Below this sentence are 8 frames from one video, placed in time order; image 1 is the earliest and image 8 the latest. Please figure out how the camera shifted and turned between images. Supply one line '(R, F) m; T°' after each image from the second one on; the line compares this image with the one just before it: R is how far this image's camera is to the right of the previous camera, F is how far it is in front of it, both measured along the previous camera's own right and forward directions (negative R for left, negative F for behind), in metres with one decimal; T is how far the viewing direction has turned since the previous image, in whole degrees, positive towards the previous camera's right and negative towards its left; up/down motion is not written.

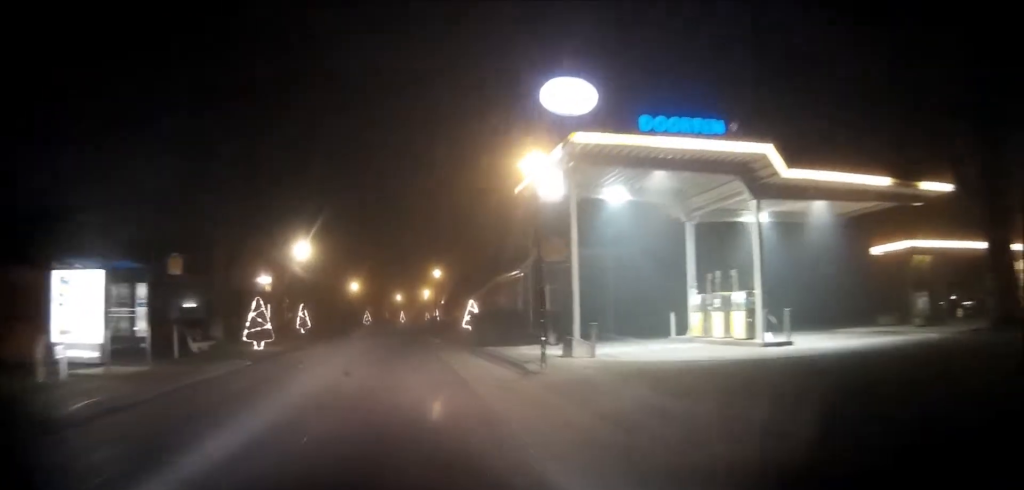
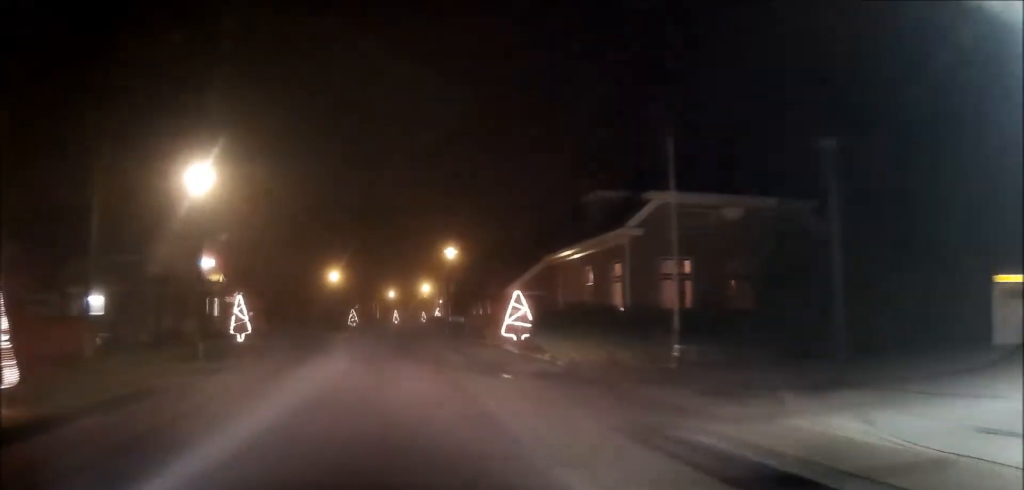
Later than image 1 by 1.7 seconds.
(-0.3, +18.6) m; -1°
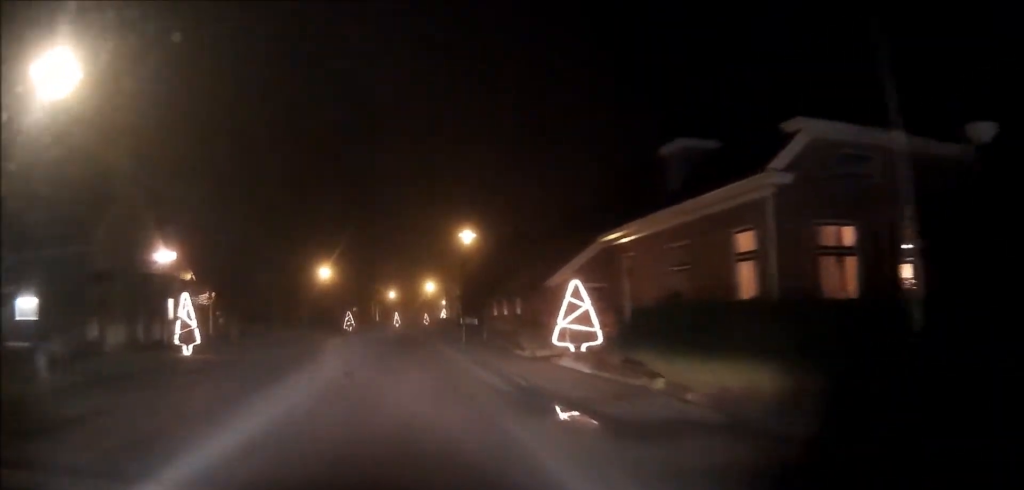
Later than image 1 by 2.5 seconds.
(0.0, +8.4) m; +1°
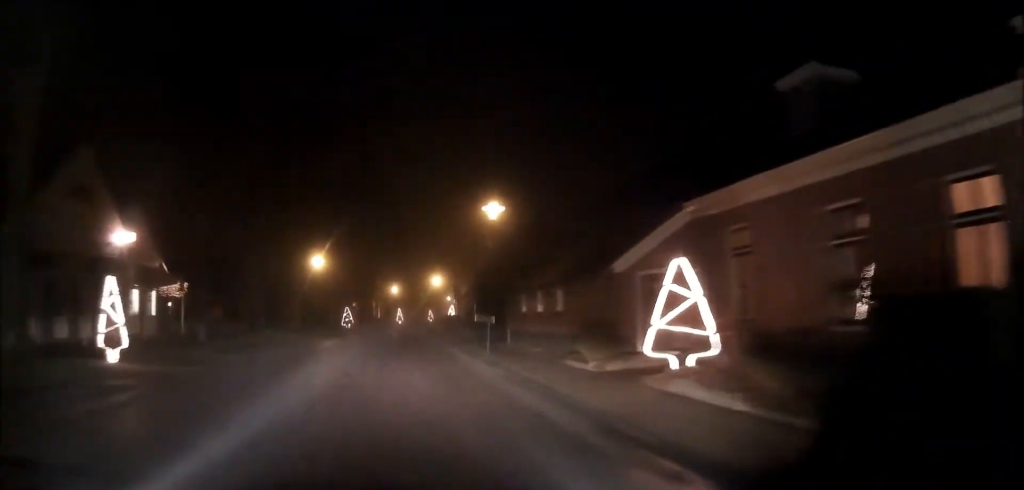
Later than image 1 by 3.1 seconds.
(+0.1, +6.7) m; +1°
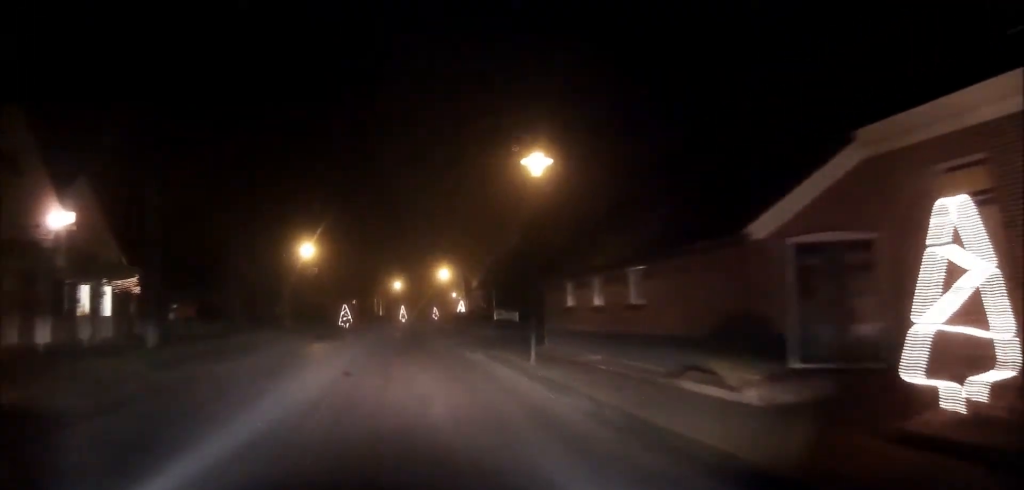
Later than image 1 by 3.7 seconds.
(+0.1, +6.7) m; +1°
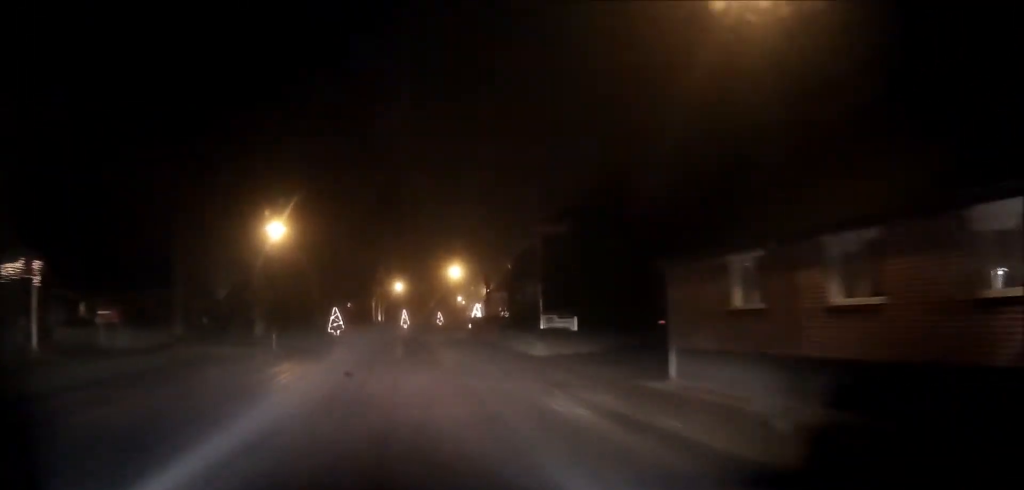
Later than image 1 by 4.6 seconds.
(0.0, +10.4) m; 0°
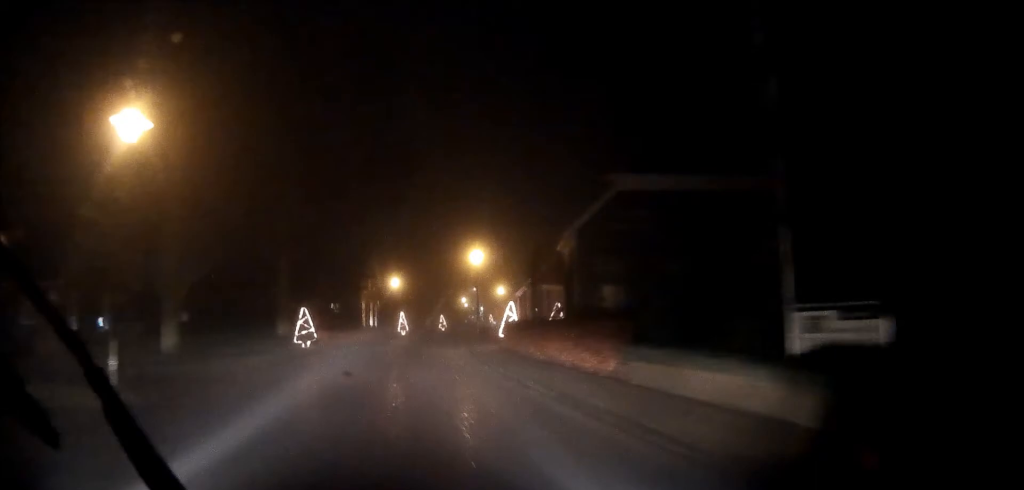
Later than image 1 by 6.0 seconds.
(0.0, +15.7) m; 0°
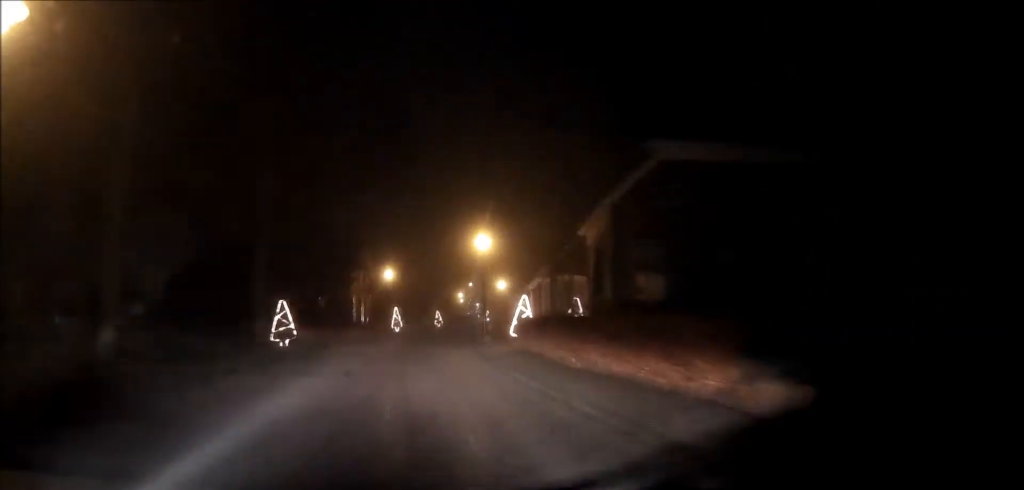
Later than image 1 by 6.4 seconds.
(-0.1, +5.0) m; 0°
